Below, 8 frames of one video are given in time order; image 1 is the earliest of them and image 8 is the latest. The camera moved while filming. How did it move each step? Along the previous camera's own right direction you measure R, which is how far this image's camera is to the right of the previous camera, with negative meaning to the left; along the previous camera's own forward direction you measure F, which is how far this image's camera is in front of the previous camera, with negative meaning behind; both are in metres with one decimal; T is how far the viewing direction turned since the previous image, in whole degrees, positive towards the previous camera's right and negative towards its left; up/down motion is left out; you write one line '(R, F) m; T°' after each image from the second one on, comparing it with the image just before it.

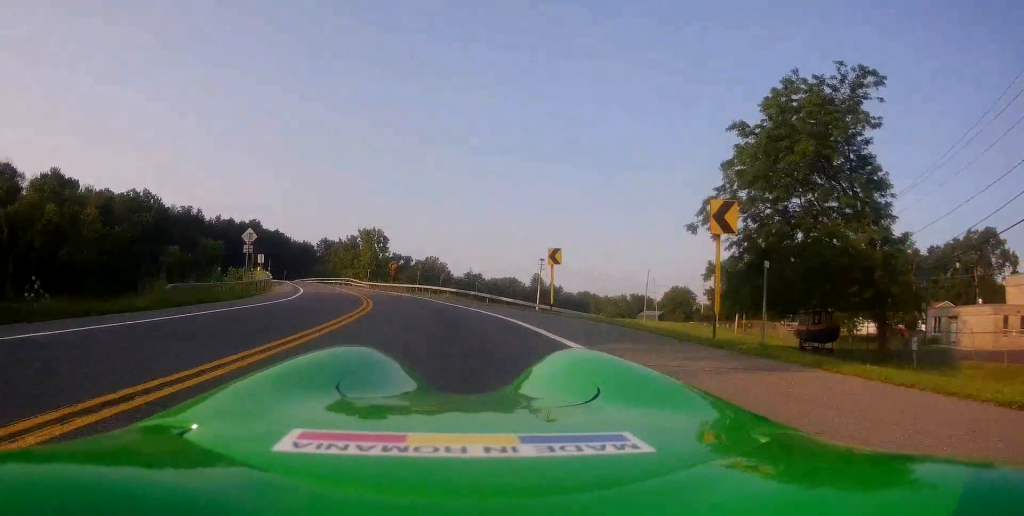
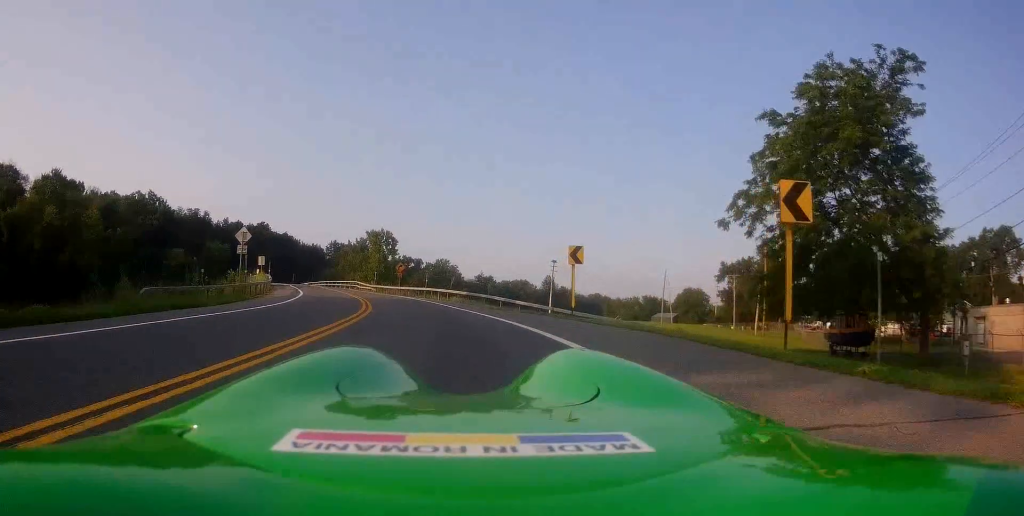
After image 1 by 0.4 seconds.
(-0.1, +3.0) m; -1°
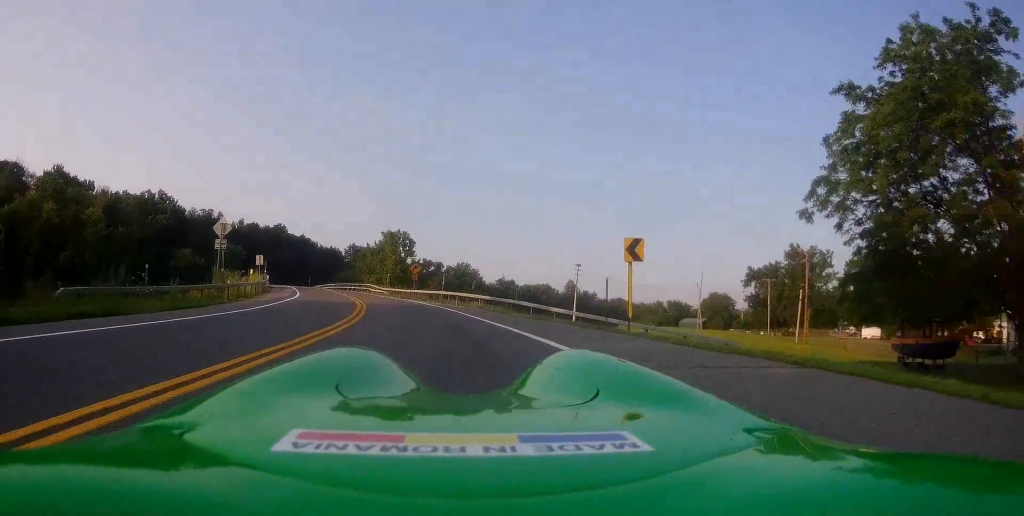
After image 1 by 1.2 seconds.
(-0.1, +6.3) m; -3°
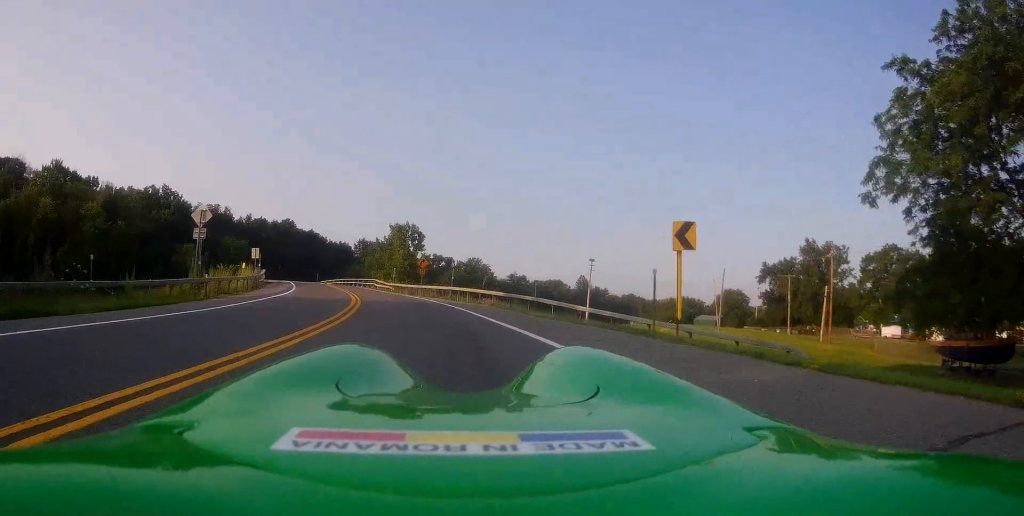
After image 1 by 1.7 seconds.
(+0.1, +3.9) m; -3°
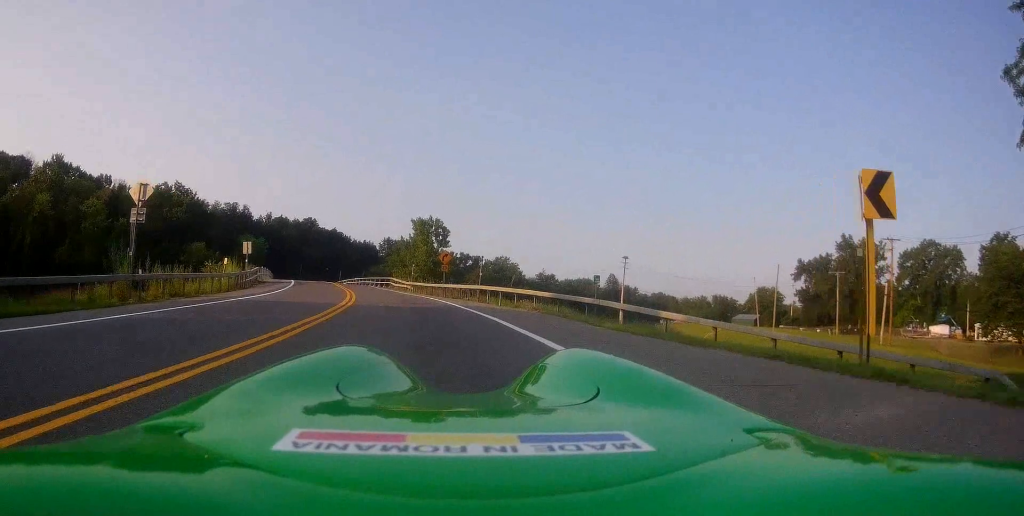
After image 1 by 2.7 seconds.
(-0.6, +7.6) m; -5°
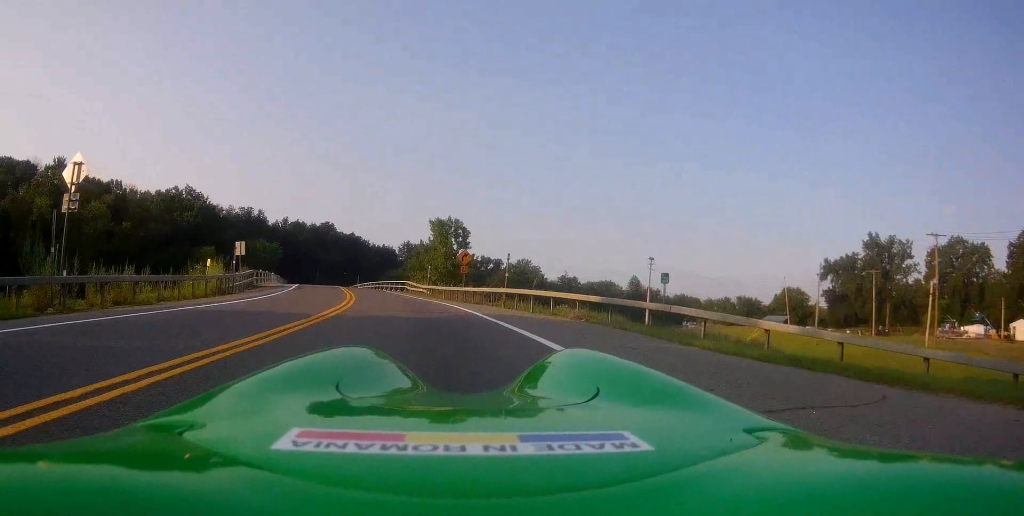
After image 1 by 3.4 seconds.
(0.0, +4.8) m; -3°
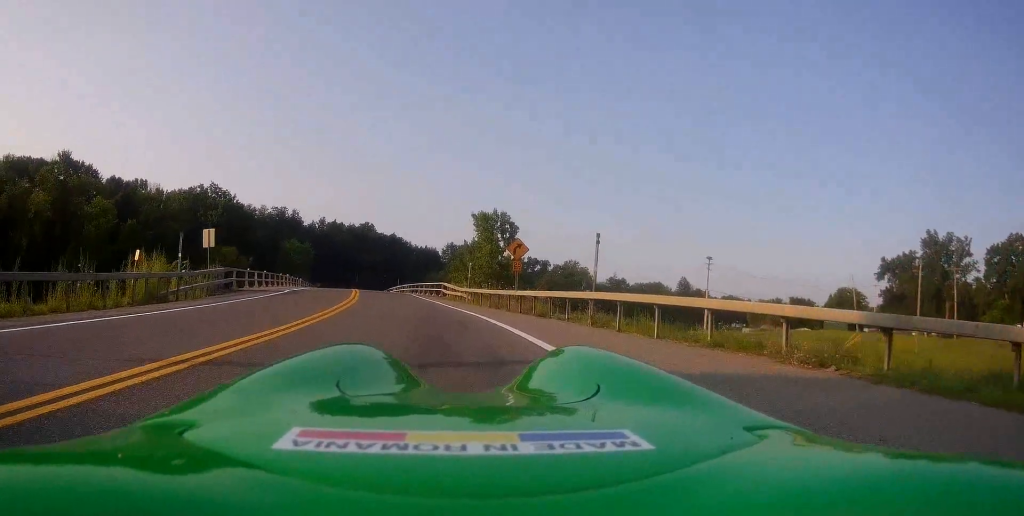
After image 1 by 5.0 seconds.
(-0.5, +9.7) m; -6°
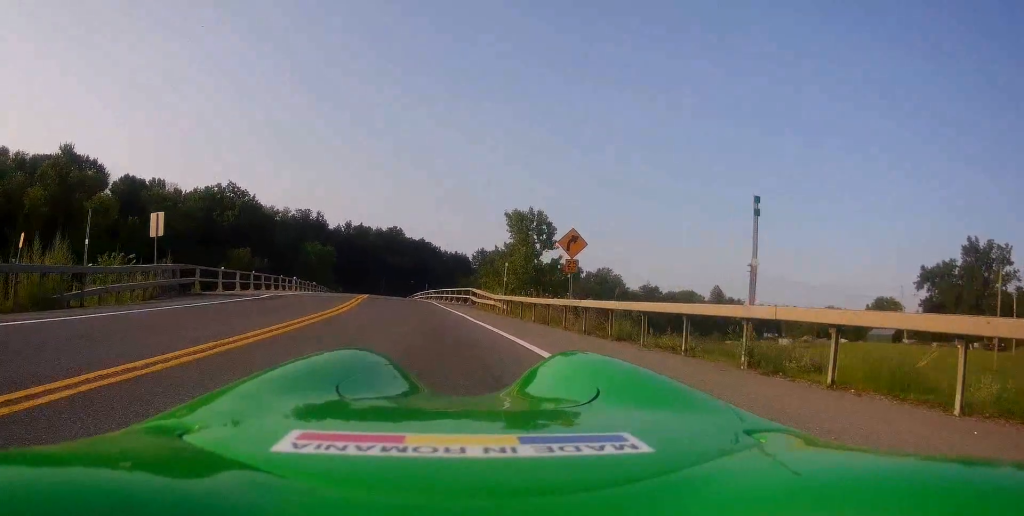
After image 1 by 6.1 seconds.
(0.0, +6.8) m; 0°
